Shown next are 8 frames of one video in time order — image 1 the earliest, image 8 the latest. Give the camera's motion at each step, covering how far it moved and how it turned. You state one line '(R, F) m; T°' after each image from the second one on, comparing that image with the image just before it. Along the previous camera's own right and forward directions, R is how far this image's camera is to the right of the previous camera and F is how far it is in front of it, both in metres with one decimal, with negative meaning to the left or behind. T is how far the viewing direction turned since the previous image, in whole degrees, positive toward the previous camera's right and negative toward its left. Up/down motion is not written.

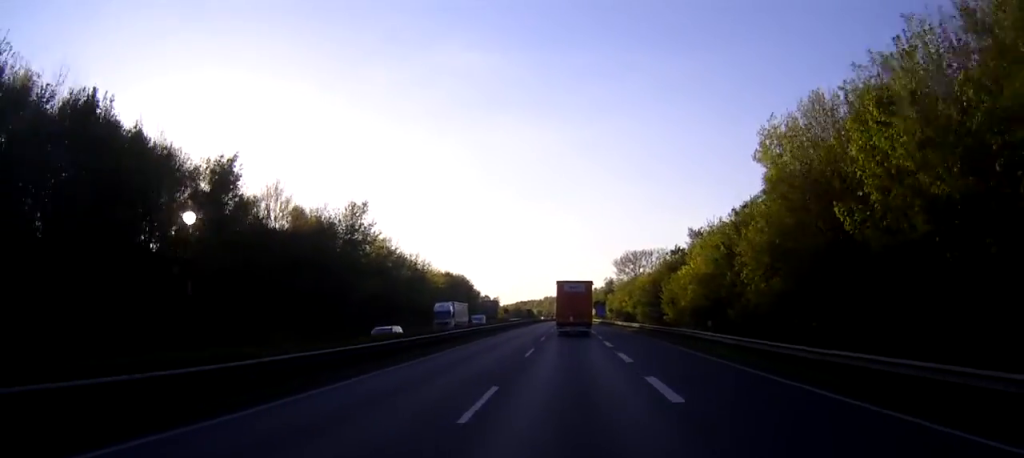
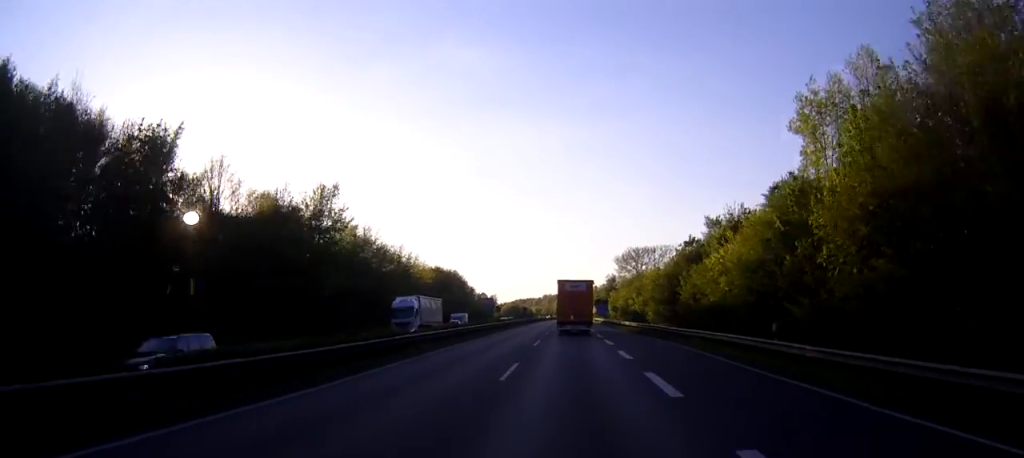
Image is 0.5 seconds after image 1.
(0.0, +11.3) m; 0°
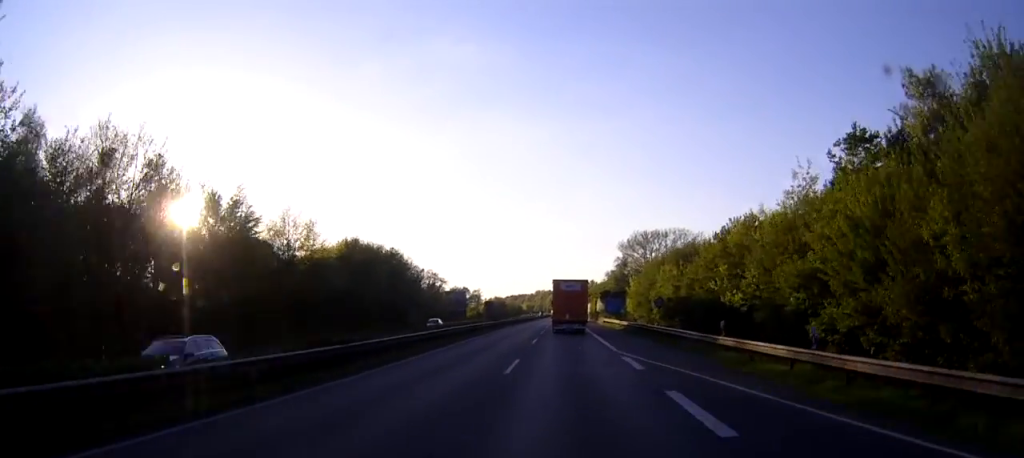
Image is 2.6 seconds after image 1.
(+0.1, +52.7) m; 0°
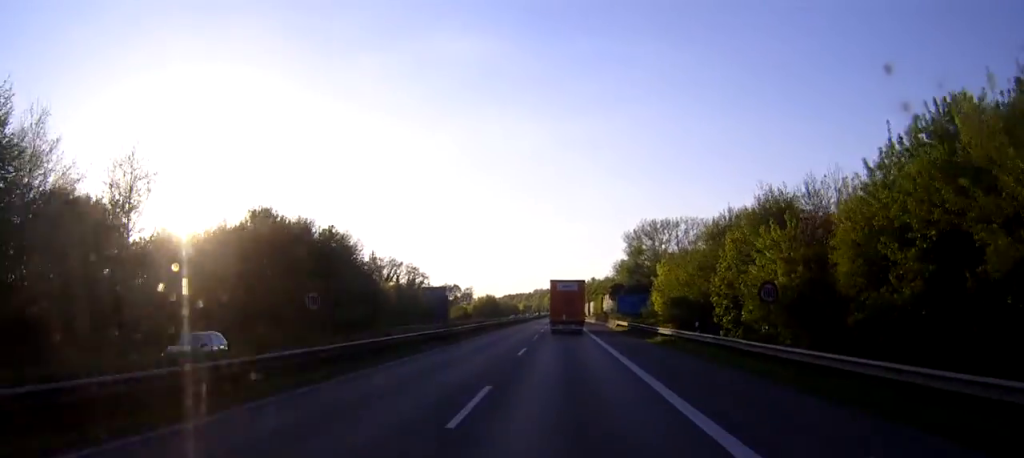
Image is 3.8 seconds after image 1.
(+0.1, +27.6) m; 0°
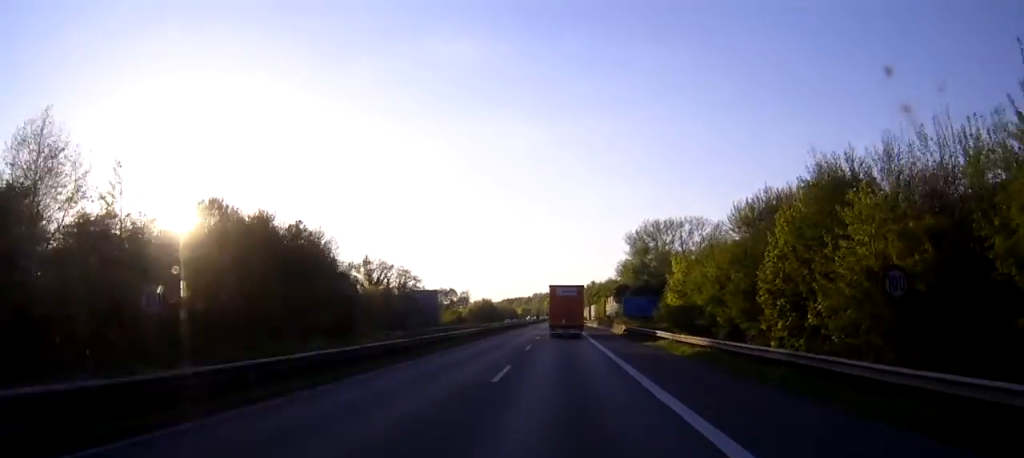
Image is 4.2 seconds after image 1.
(0.0, +9.8) m; 0°
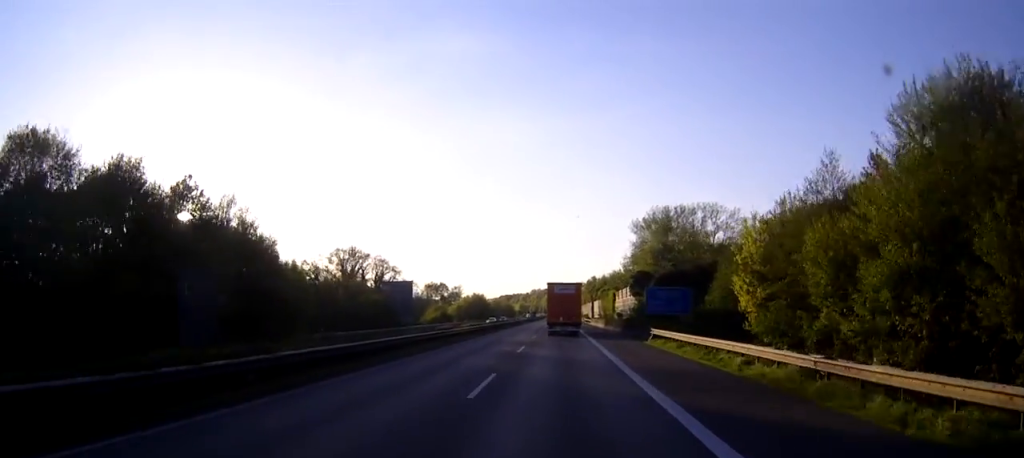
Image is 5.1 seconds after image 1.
(0.0, +21.9) m; 0°
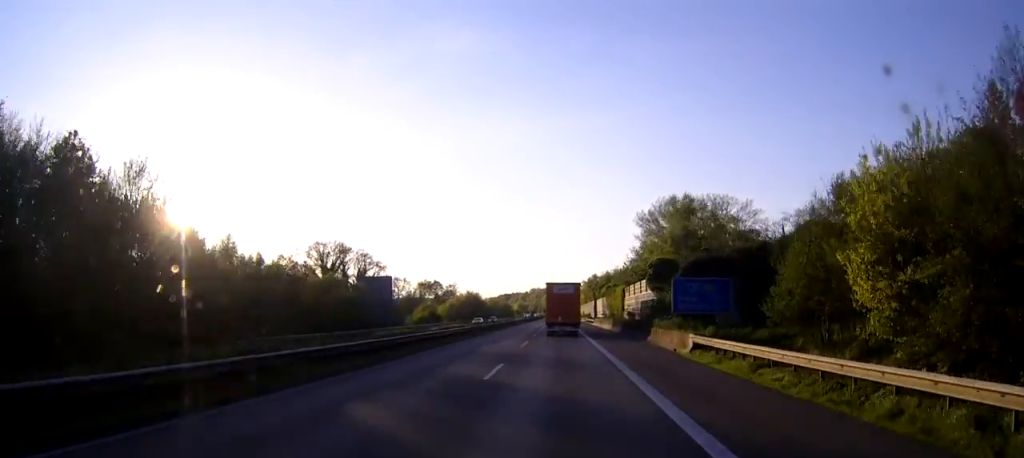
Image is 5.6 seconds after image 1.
(0.0, +13.8) m; 0°
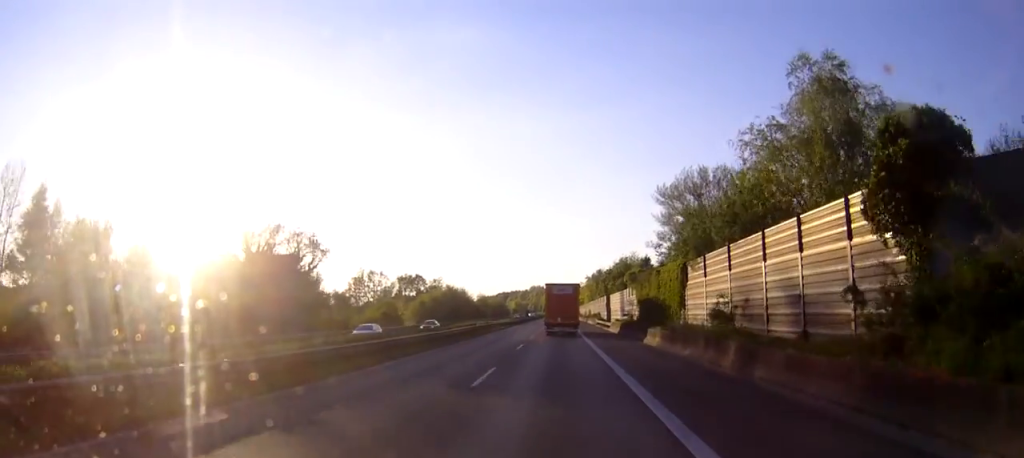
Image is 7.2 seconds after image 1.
(-0.2, +37.6) m; 0°
